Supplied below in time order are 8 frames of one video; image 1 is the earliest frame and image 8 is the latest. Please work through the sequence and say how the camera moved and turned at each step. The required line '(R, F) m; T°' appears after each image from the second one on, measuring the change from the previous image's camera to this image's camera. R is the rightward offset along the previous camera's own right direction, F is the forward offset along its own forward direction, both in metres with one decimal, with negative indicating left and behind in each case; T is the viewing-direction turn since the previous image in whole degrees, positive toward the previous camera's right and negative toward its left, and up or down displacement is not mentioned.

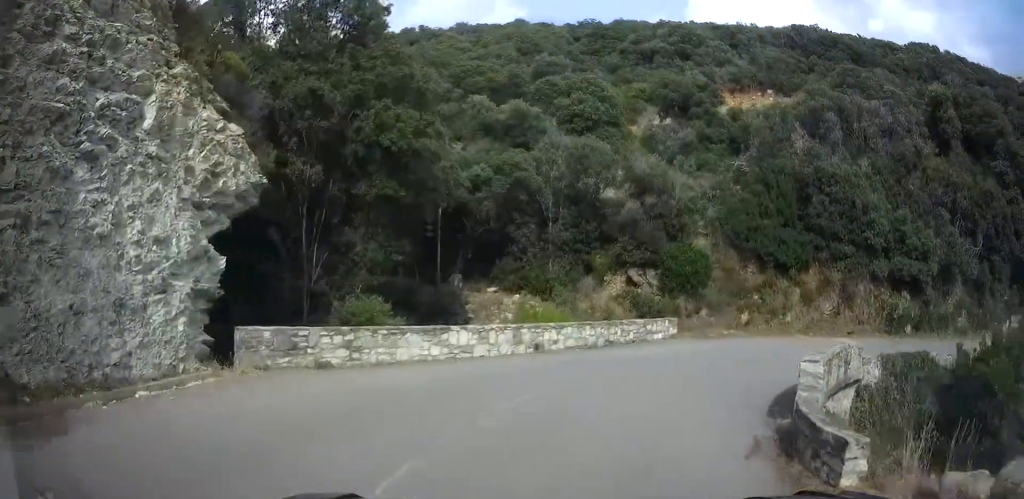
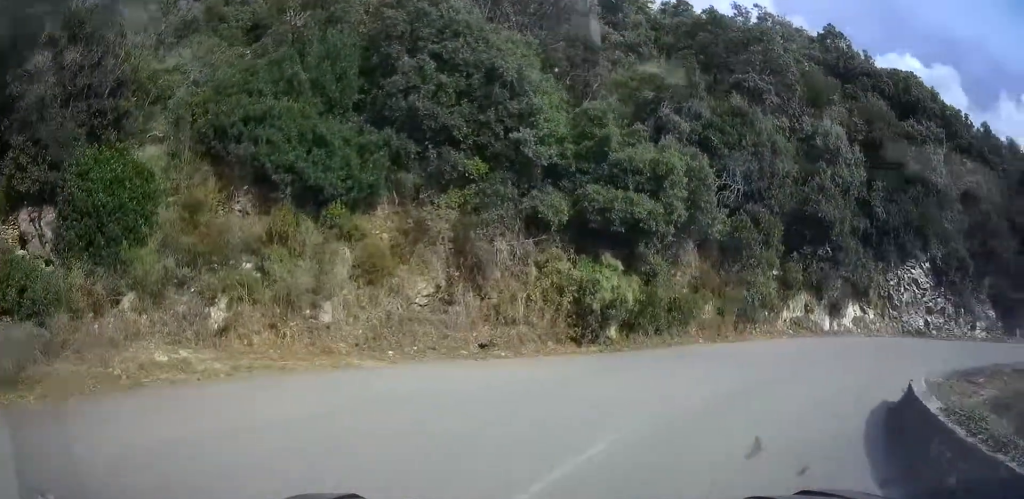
(+2.8, +17.5) m; +28°
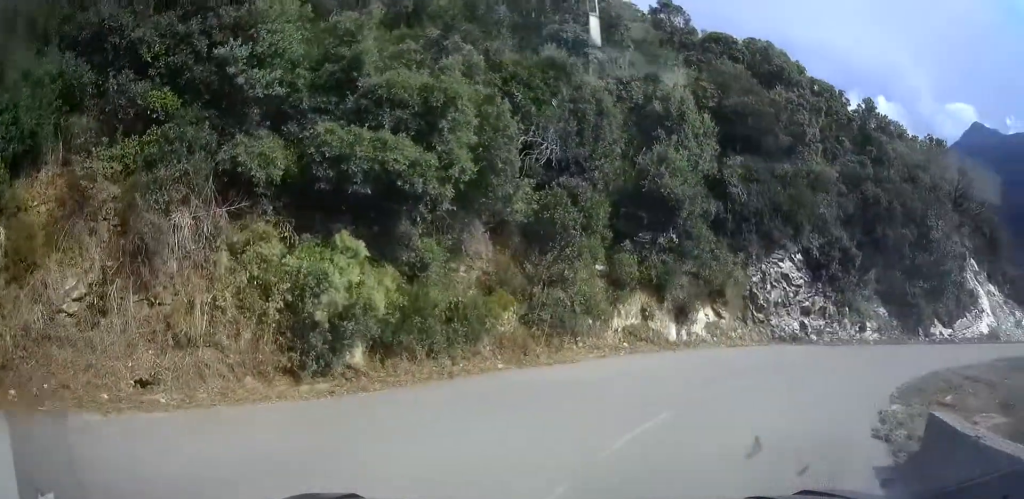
(+0.1, +5.9) m; +25°
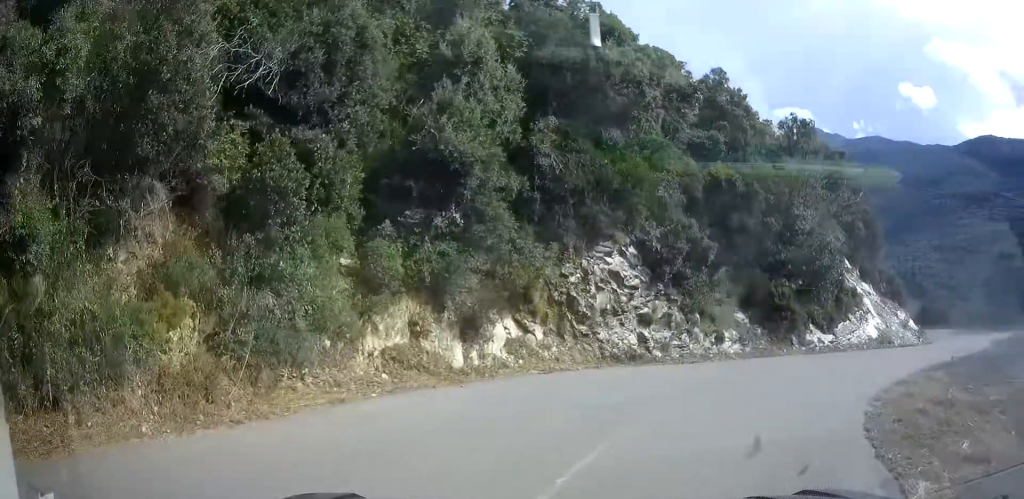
(+2.4, +4.6) m; +41°
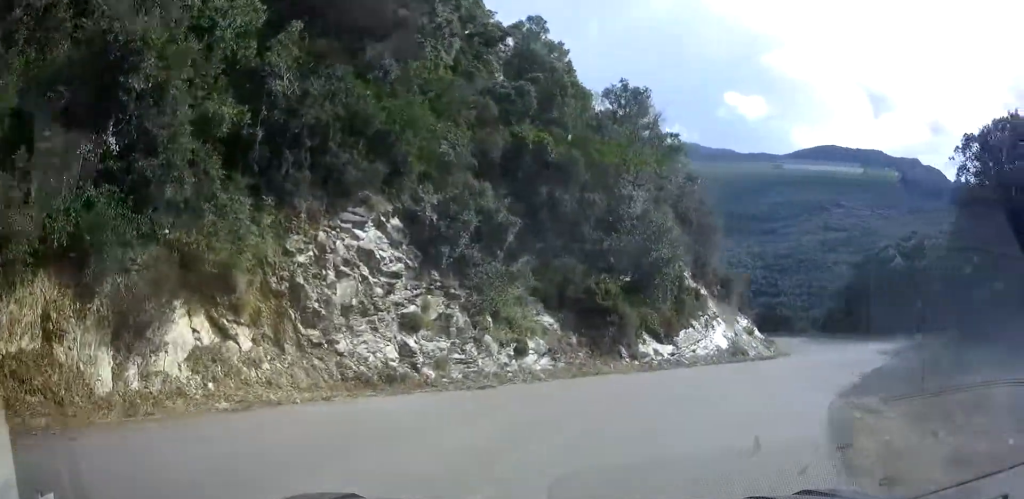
(+2.2, +5.4) m; +25°
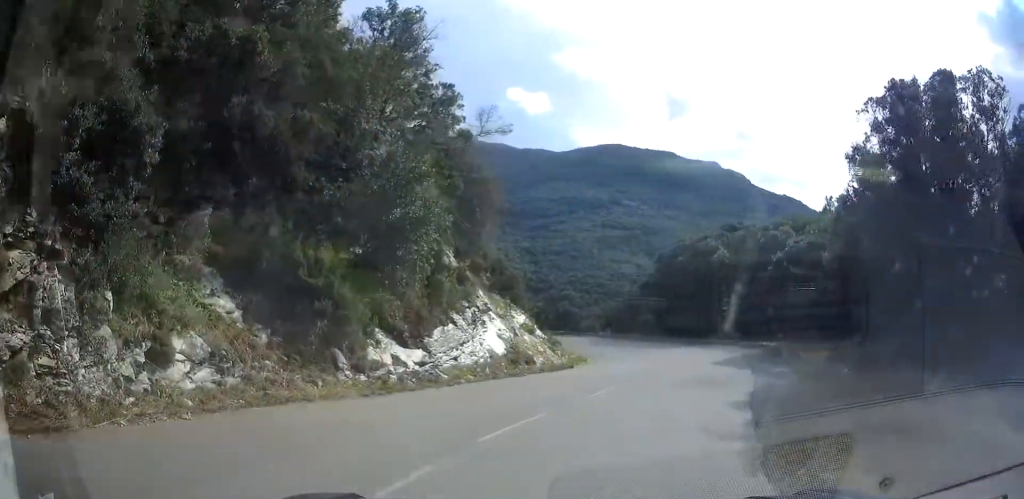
(+1.5, +7.9) m; +16°
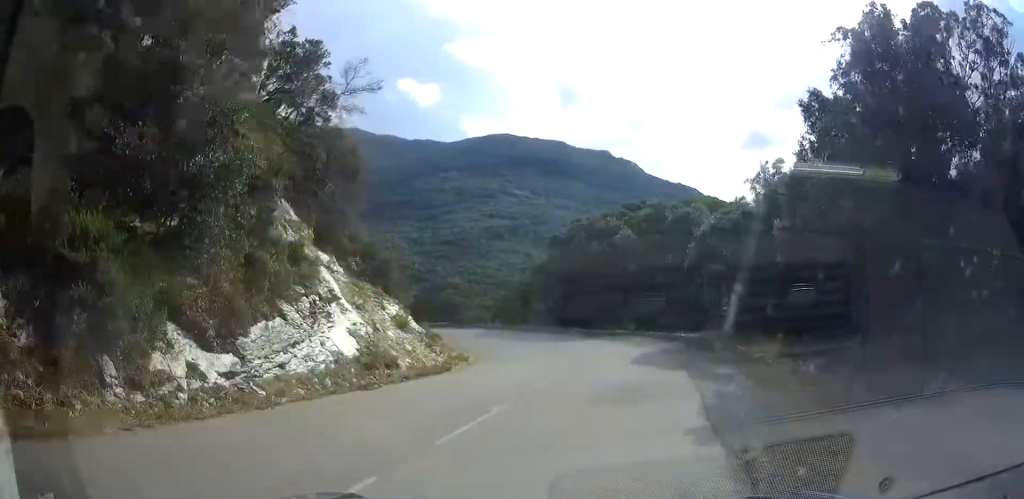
(-0.4, +4.8) m; +7°
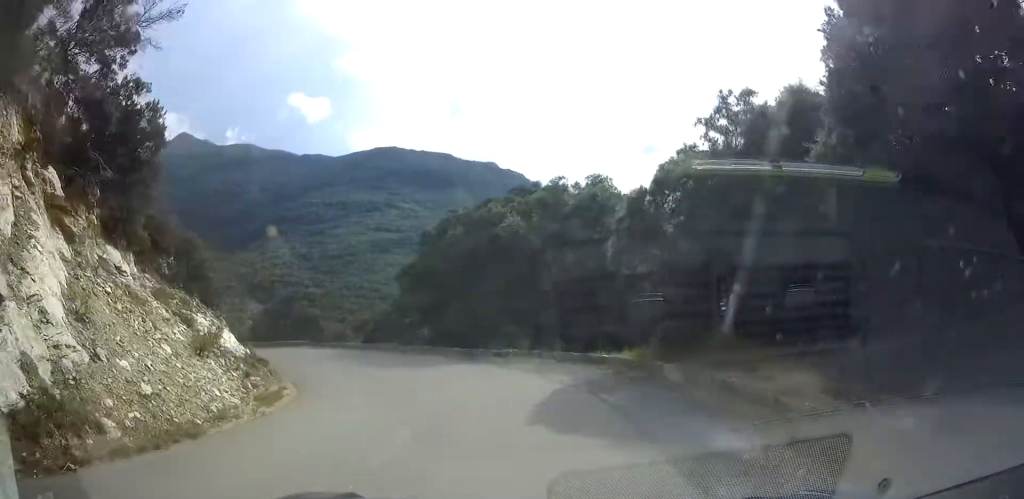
(+1.8, +8.6) m; +7°
